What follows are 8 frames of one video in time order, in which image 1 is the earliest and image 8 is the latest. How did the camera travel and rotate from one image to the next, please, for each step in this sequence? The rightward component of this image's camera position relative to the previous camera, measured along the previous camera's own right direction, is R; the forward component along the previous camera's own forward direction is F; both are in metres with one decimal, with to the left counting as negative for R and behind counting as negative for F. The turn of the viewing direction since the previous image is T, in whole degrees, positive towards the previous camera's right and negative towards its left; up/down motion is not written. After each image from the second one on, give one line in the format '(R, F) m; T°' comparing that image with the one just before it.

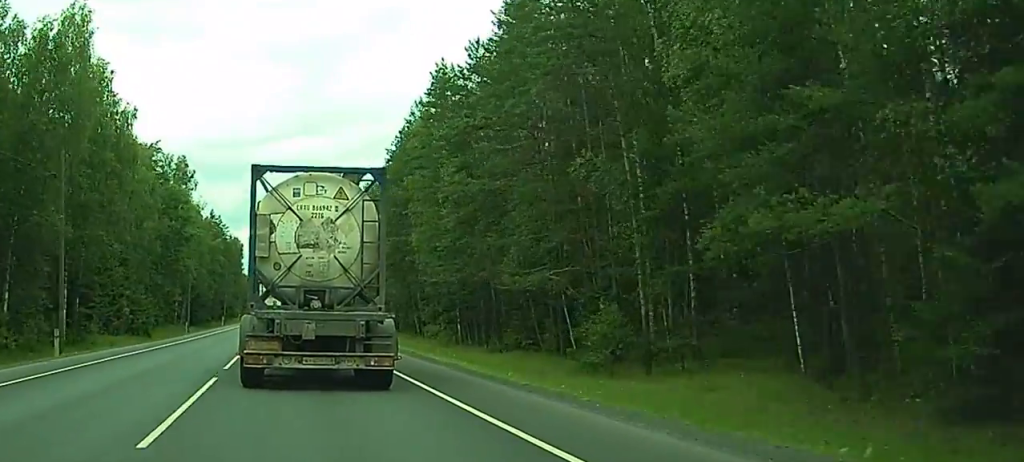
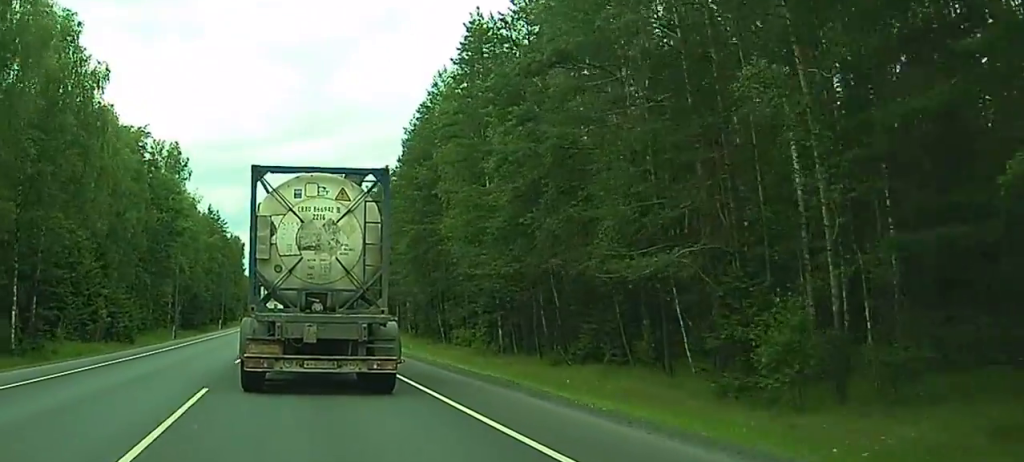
(-0.1, +14.0) m; 0°
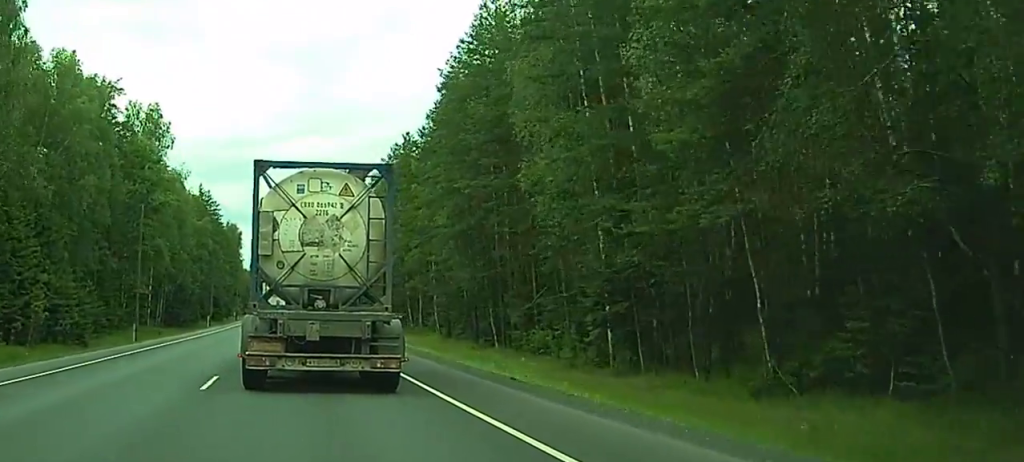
(+0.2, +22.0) m; +1°
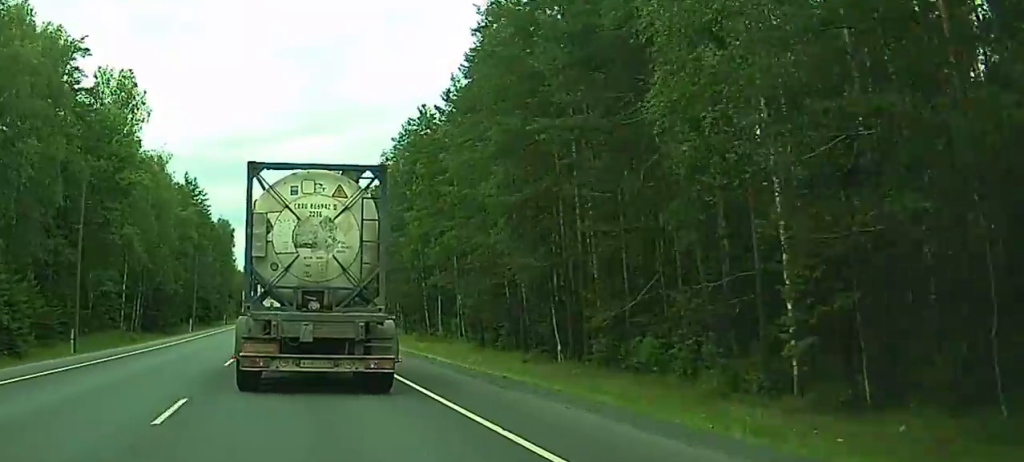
(+0.1, +16.7) m; 0°
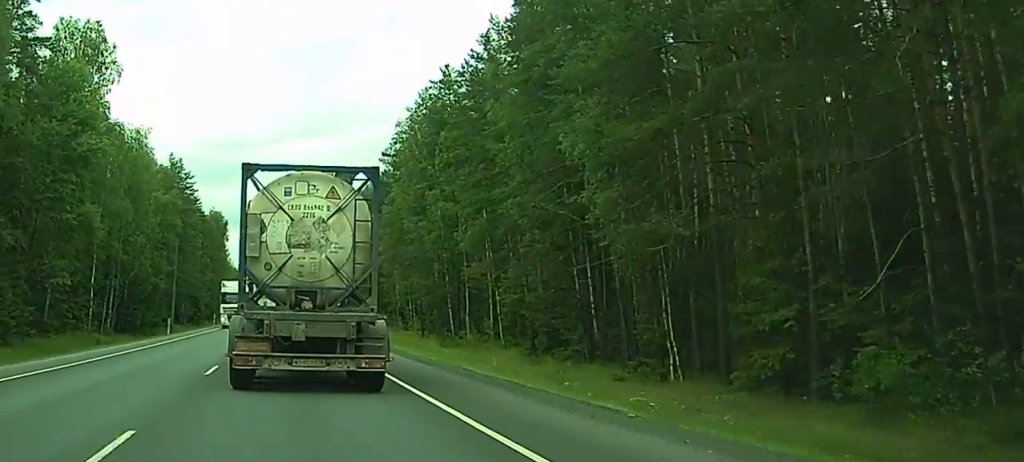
(0.0, +15.9) m; 0°
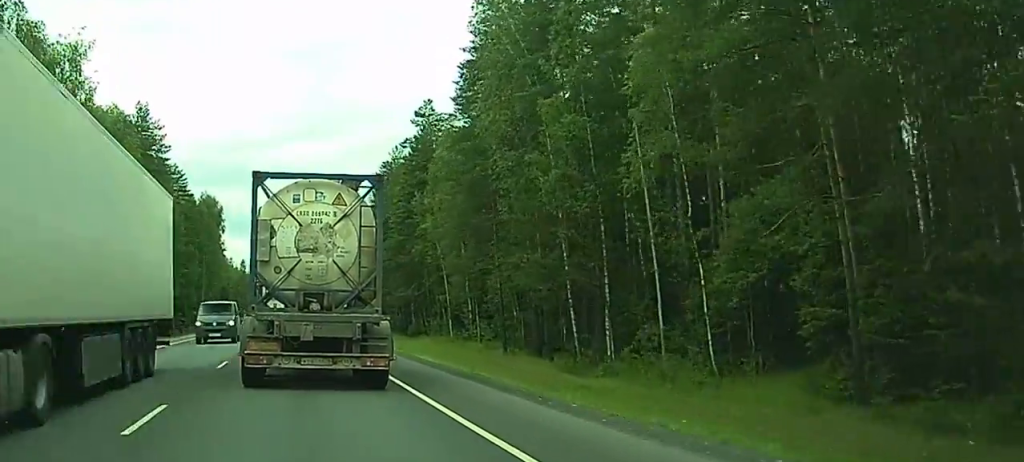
(-0.3, +33.7) m; 0°
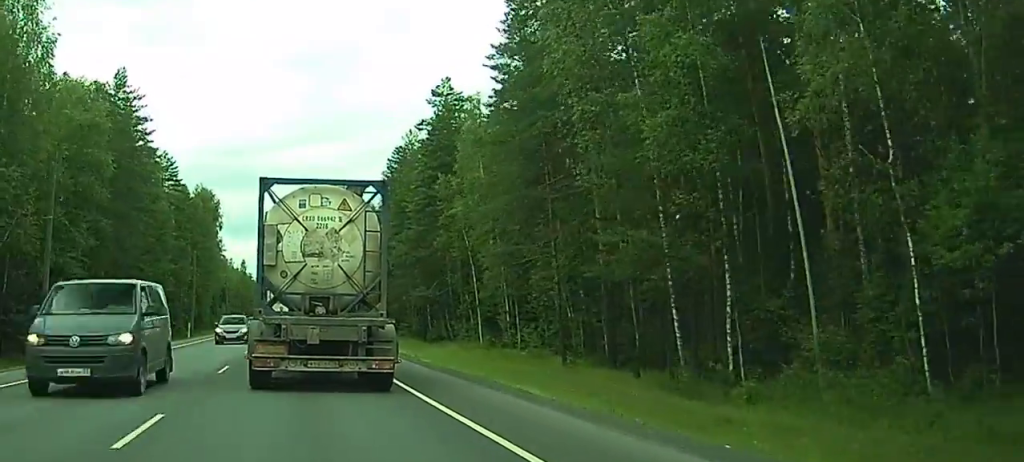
(0.0, +12.9) m; 0°
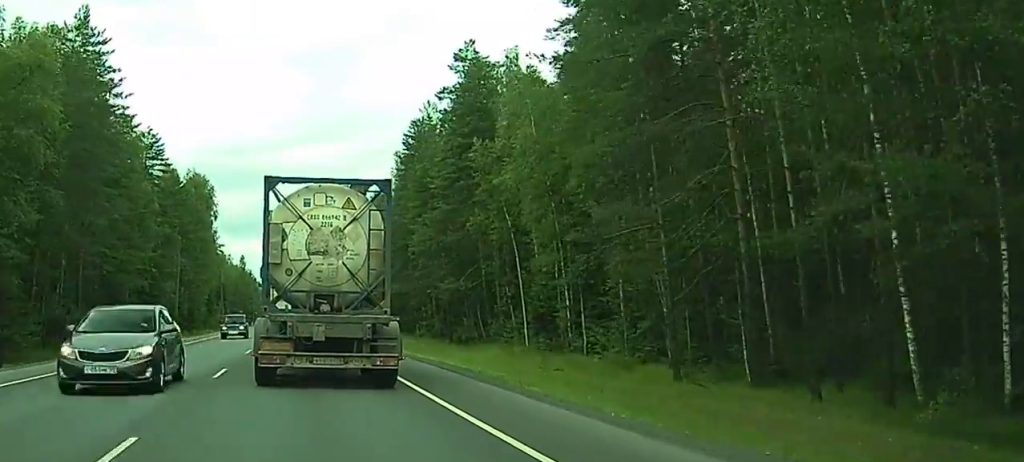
(0.0, +14.3) m; 0°
